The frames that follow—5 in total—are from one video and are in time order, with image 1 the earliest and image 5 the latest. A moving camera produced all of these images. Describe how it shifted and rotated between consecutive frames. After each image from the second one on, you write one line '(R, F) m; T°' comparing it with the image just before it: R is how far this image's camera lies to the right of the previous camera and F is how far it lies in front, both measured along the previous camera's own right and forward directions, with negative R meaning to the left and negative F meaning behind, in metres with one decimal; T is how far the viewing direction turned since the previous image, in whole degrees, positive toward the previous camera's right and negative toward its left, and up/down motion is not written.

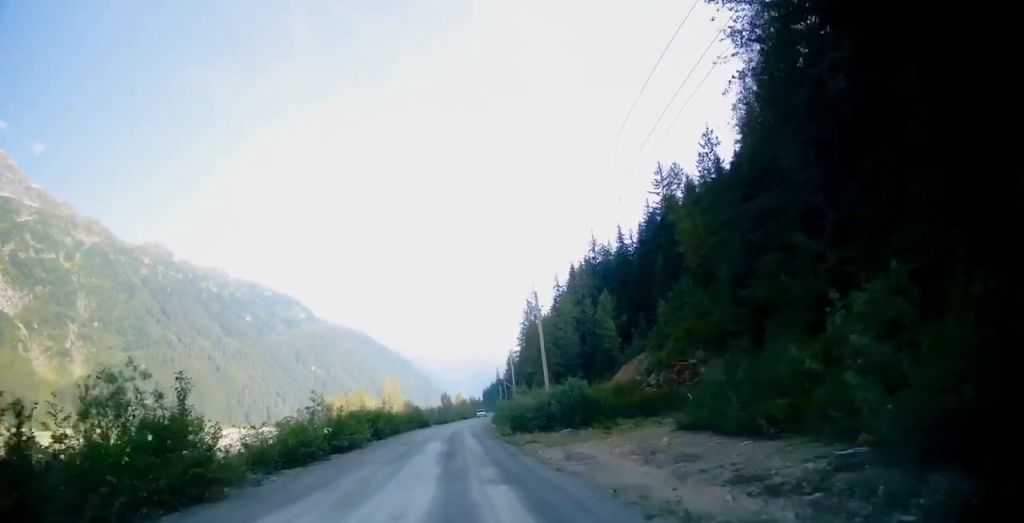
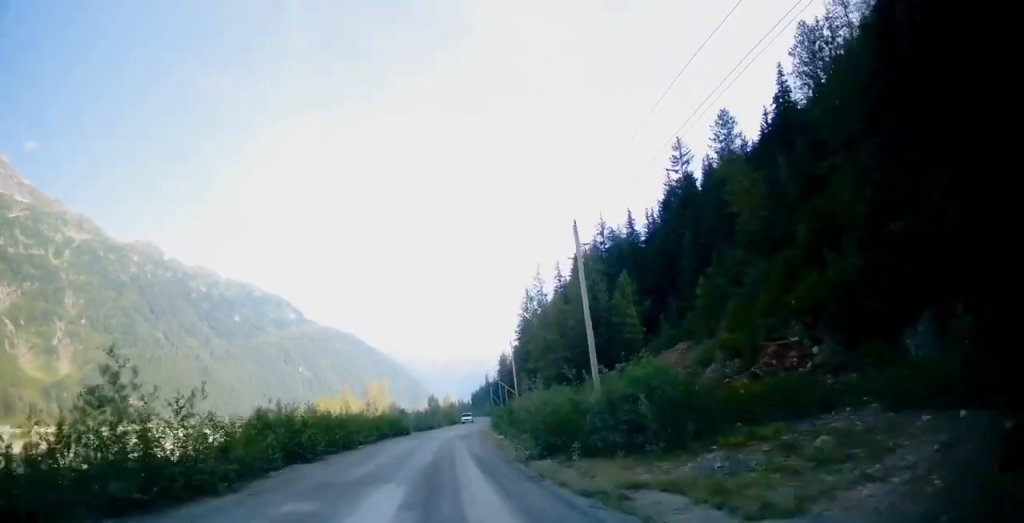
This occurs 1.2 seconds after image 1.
(+1.0, +21.7) m; +3°
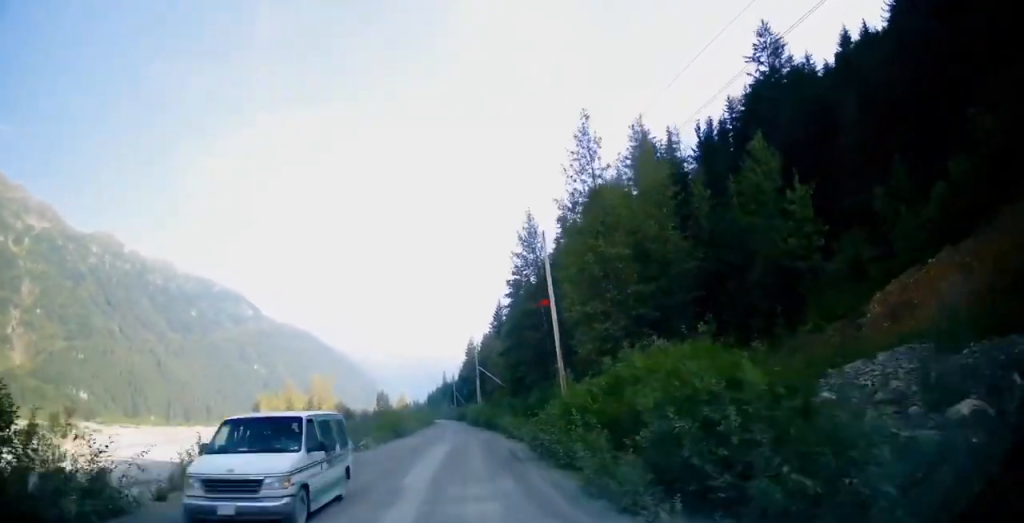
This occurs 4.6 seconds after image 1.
(-0.5, +58.3) m; +3°
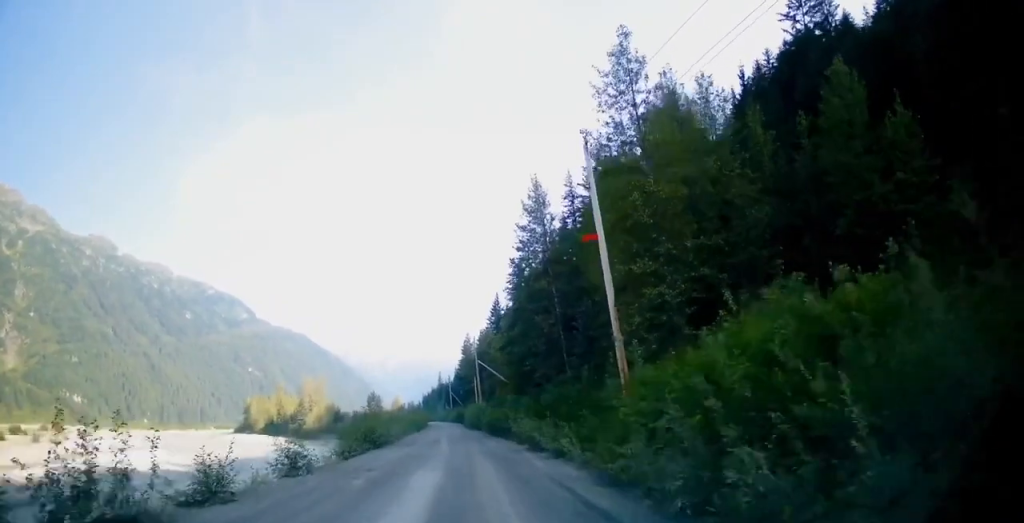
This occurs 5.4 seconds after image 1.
(+0.3, +14.0) m; 0°
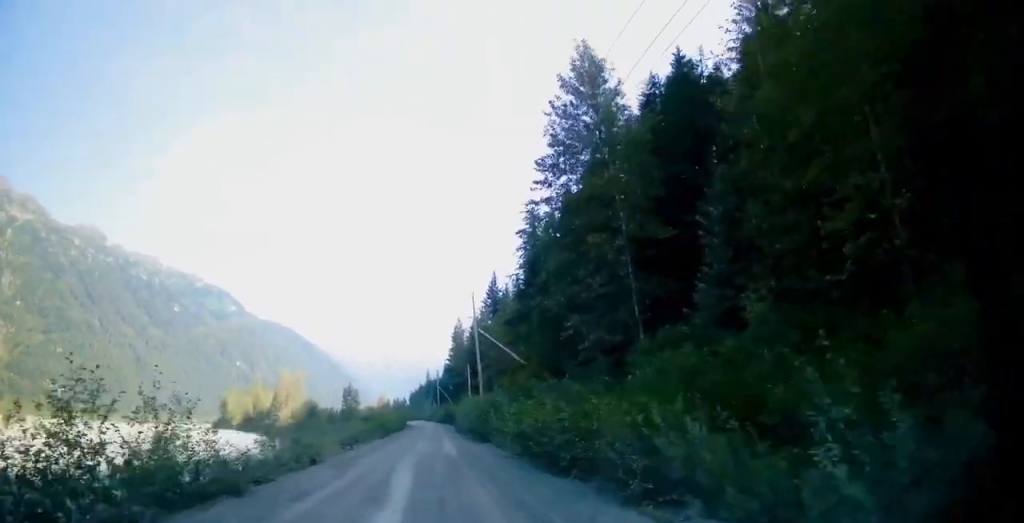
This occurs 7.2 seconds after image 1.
(-1.0, +31.6) m; -2°
